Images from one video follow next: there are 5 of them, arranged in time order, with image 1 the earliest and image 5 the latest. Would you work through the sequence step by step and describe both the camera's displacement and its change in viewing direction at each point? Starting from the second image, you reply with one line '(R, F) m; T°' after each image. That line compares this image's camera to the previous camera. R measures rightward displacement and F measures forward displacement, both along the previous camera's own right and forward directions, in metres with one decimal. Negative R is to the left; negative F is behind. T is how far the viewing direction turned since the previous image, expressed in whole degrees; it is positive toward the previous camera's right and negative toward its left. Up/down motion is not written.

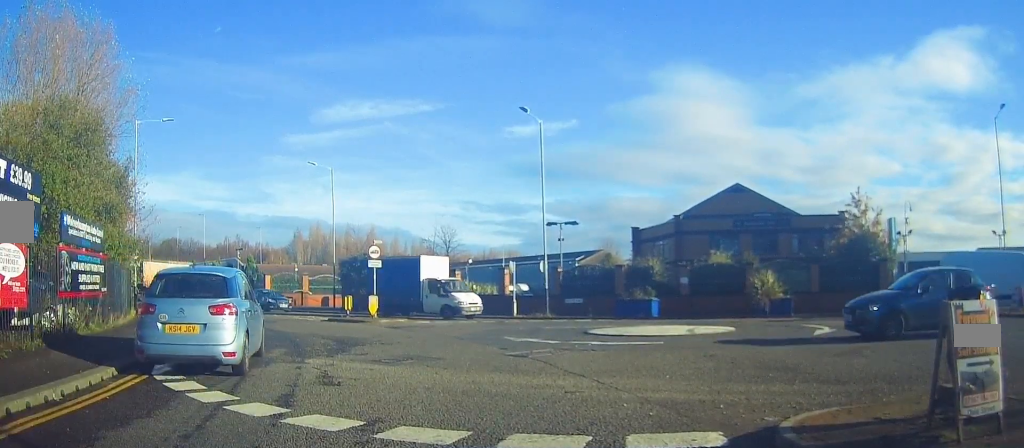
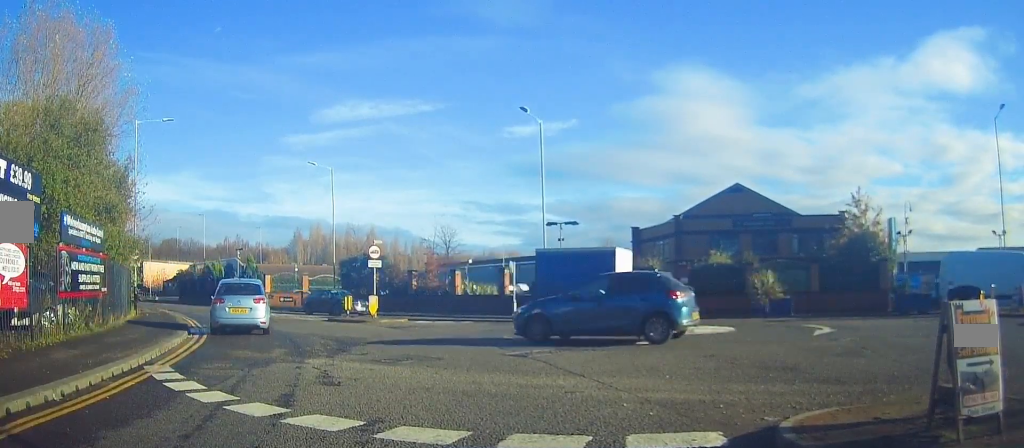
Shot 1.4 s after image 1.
(0.0, 0.0) m; 0°
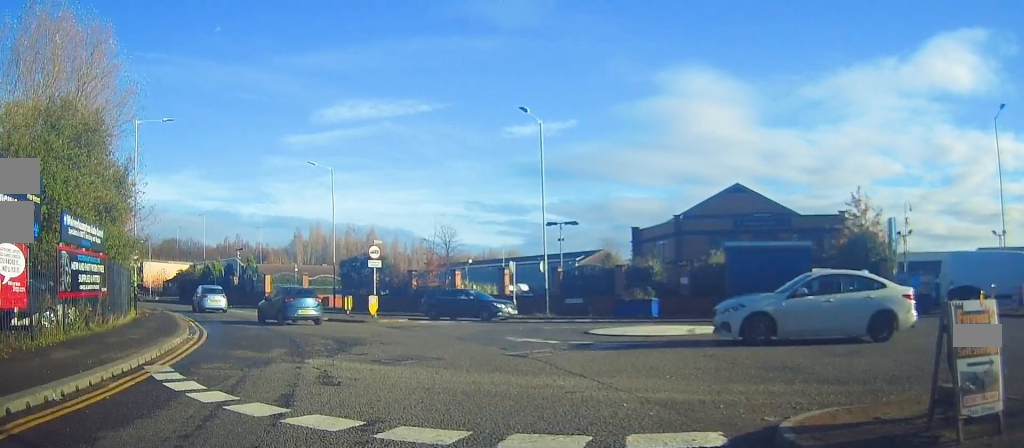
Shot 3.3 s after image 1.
(0.0, 0.0) m; 0°
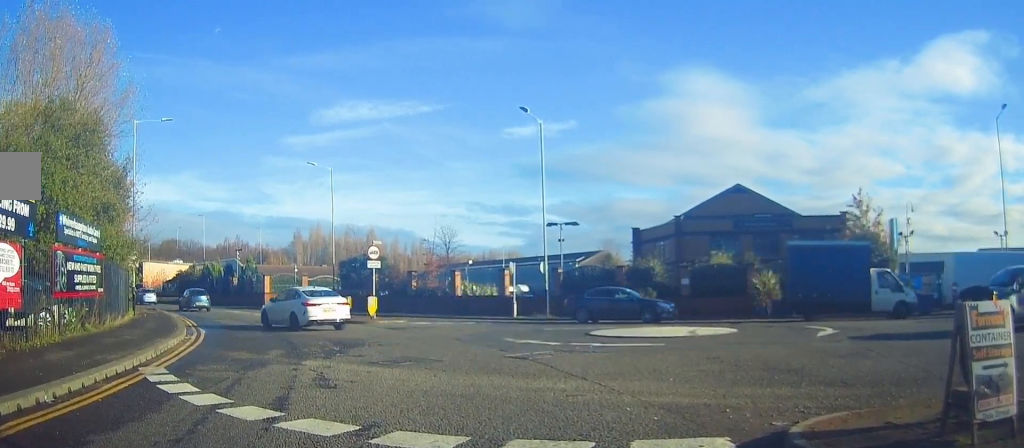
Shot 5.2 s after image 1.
(0.0, 0.0) m; 0°
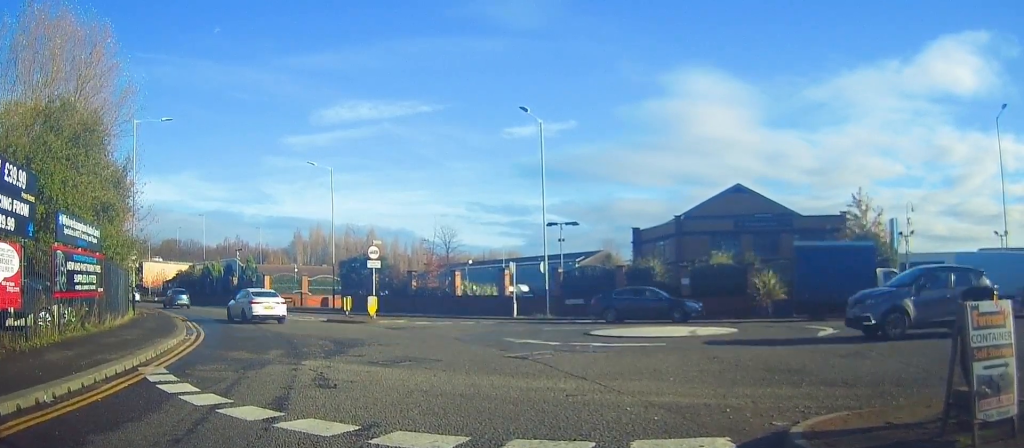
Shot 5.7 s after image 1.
(0.0, 0.0) m; 0°
